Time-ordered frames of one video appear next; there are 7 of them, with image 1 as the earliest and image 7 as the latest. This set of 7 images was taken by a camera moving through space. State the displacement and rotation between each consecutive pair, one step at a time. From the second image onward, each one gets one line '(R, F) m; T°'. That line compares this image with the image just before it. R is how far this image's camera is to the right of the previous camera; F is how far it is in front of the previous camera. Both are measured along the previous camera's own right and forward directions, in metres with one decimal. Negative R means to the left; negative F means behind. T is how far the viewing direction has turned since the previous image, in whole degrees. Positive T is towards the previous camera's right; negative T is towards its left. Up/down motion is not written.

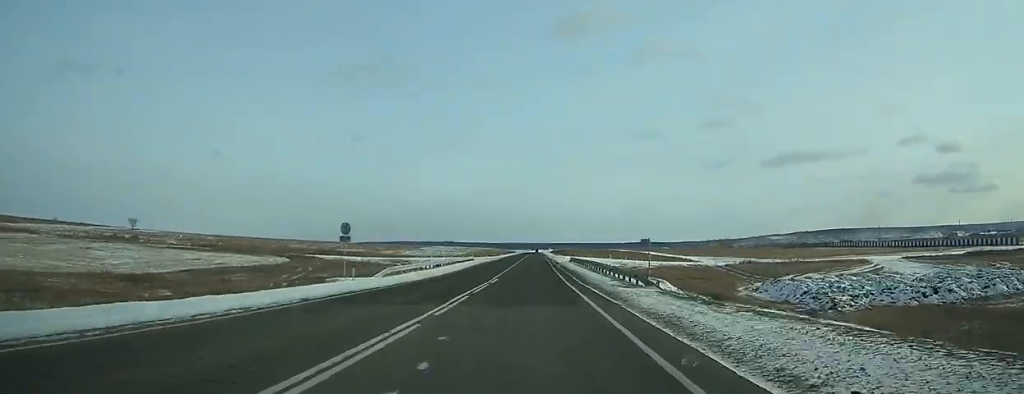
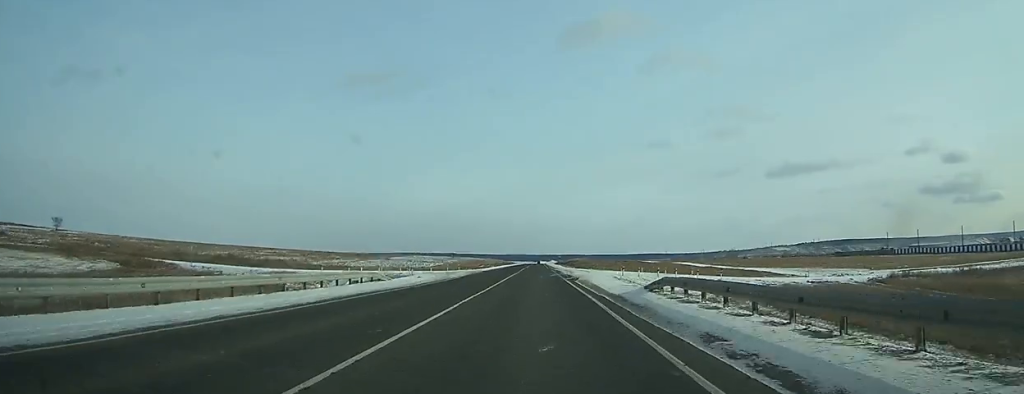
(-0.1, +50.0) m; 0°
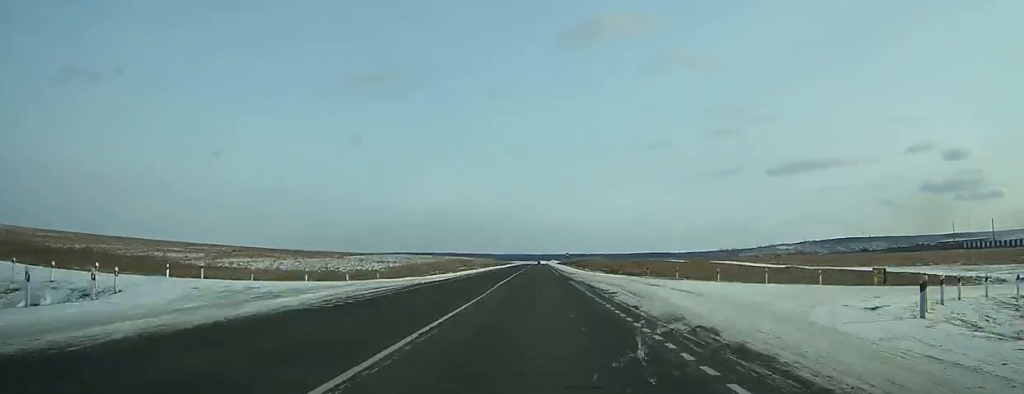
(-0.1, +42.2) m; 0°
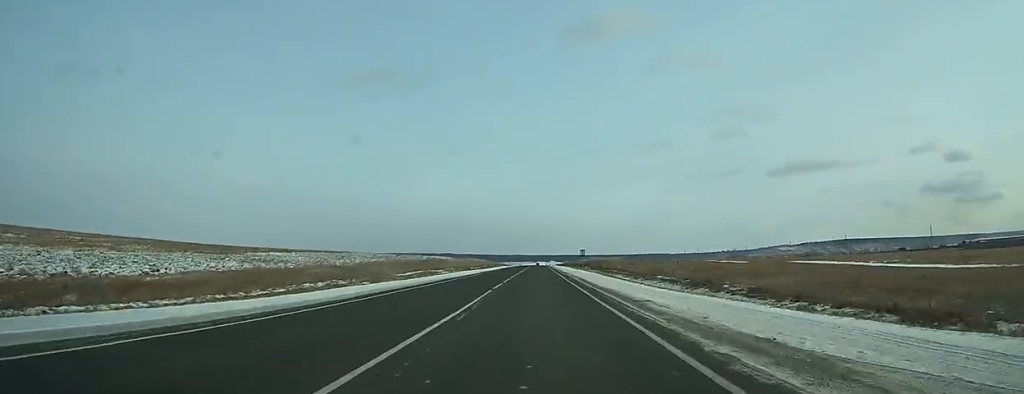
(0.0, +49.4) m; 0°
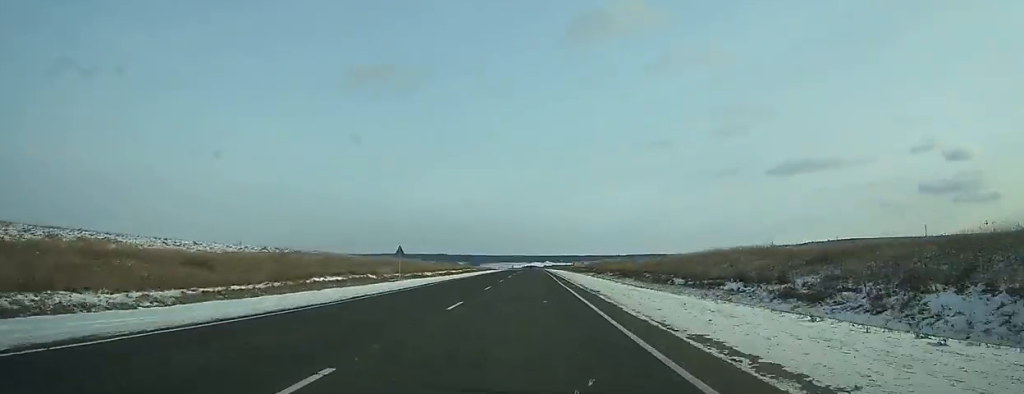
(+0.3, +119.6) m; 0°
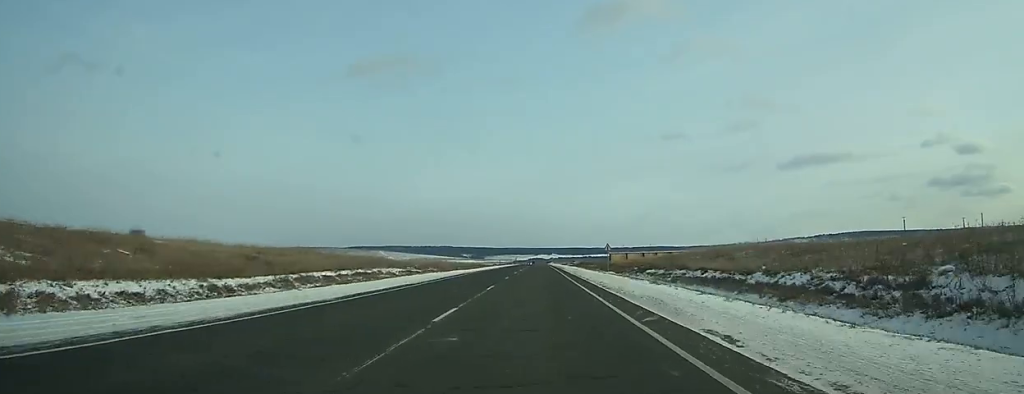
(+0.2, +83.1) m; 0°
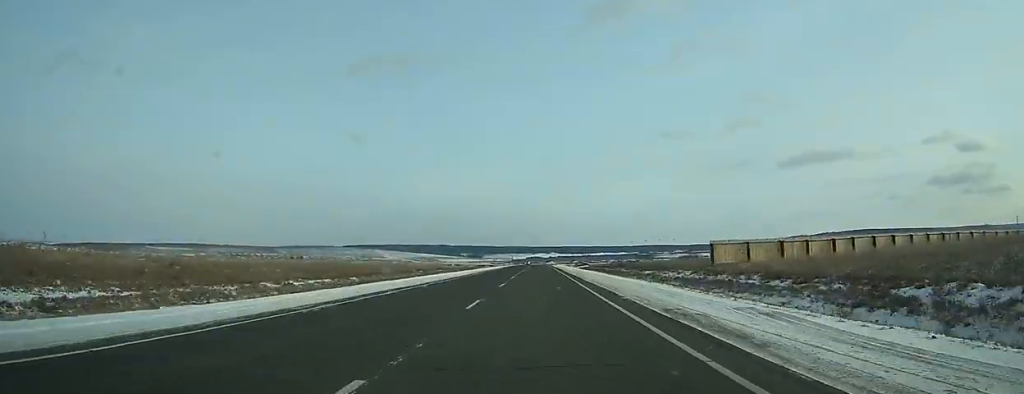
(+0.1, +69.8) m; 0°
